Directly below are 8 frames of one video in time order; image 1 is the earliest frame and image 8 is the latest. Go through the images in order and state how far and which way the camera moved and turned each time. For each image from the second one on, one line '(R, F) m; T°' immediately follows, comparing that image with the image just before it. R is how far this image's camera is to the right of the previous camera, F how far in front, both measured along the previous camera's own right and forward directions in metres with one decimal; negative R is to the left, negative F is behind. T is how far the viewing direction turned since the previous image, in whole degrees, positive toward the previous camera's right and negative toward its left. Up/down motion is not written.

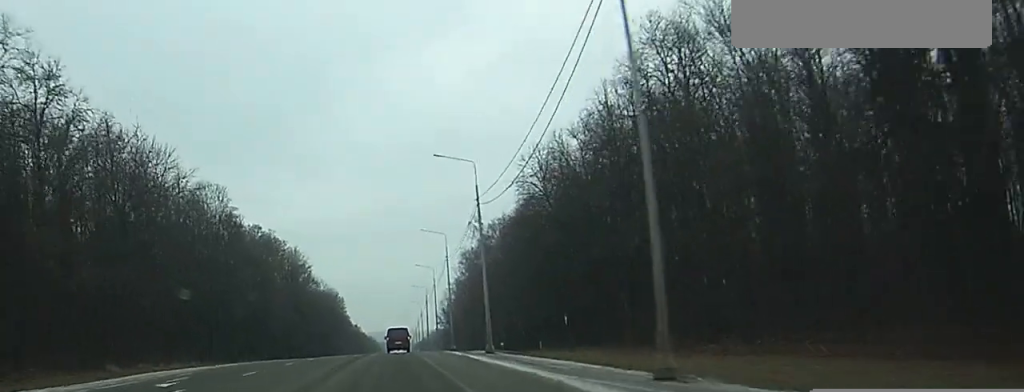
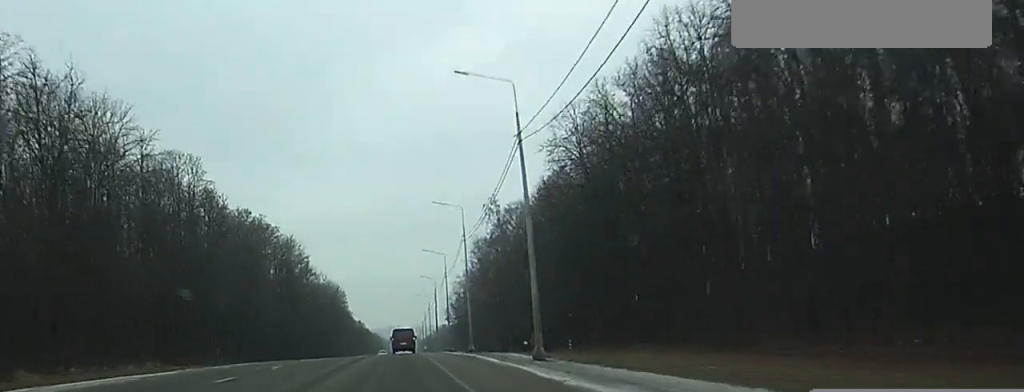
(-0.1, +17.6) m; 0°
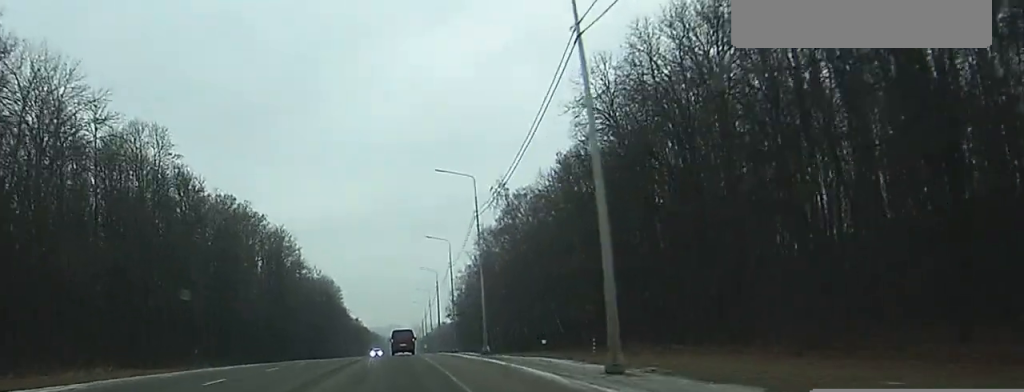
(0.0, +13.5) m; 0°
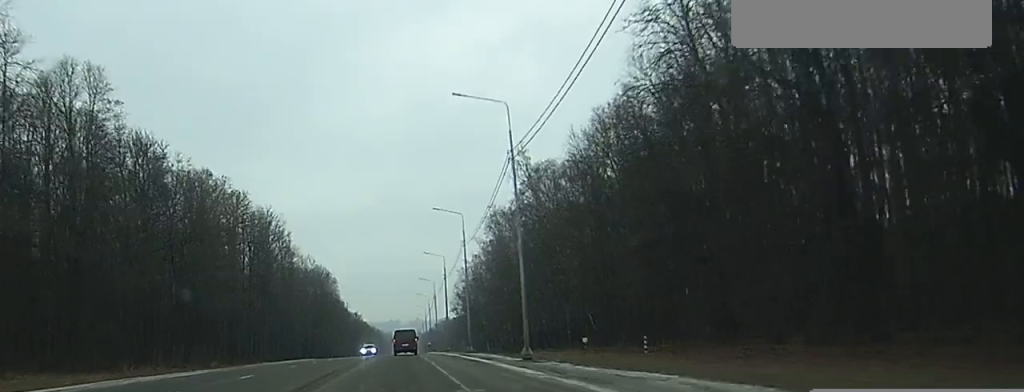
(-0.1, +18.6) m; -1°
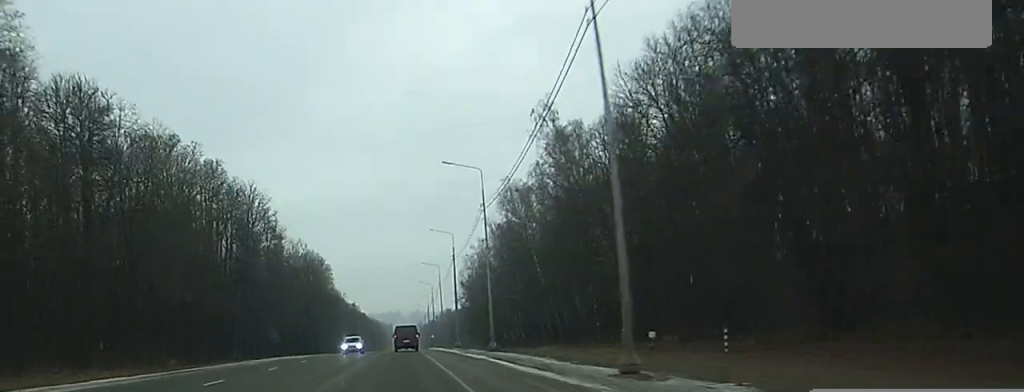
(-0.1, +18.0) m; 0°
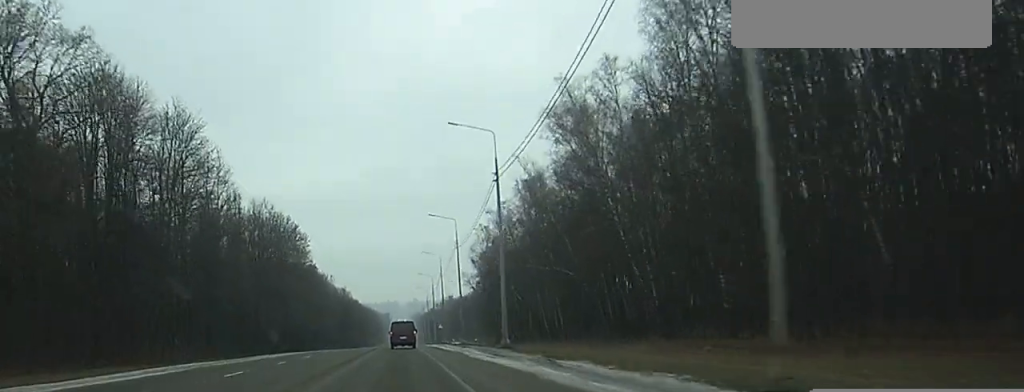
(+0.2, +43.9) m; +1°
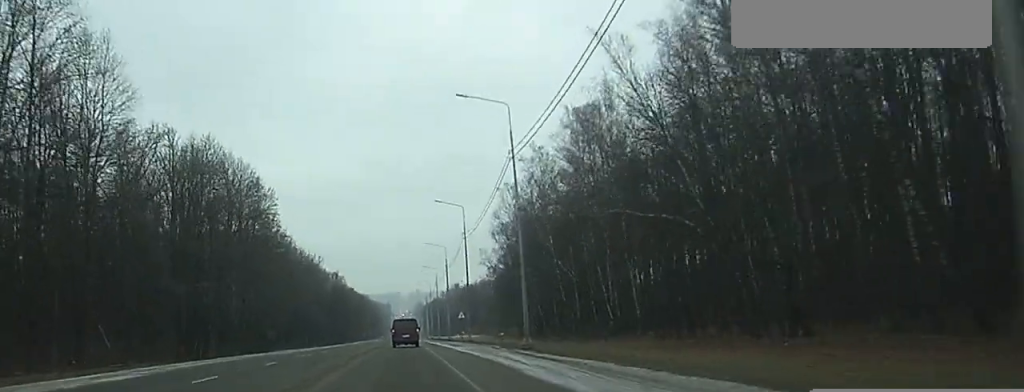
(-0.2, +40.9) m; -1°
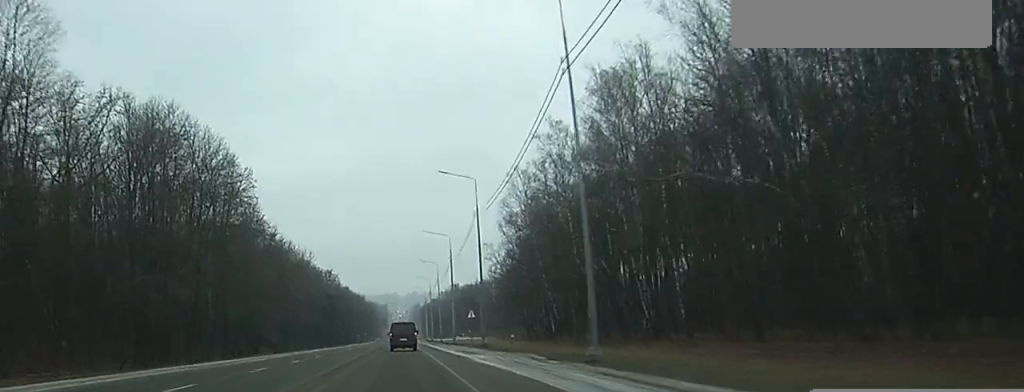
(0.0, +15.1) m; 0°
